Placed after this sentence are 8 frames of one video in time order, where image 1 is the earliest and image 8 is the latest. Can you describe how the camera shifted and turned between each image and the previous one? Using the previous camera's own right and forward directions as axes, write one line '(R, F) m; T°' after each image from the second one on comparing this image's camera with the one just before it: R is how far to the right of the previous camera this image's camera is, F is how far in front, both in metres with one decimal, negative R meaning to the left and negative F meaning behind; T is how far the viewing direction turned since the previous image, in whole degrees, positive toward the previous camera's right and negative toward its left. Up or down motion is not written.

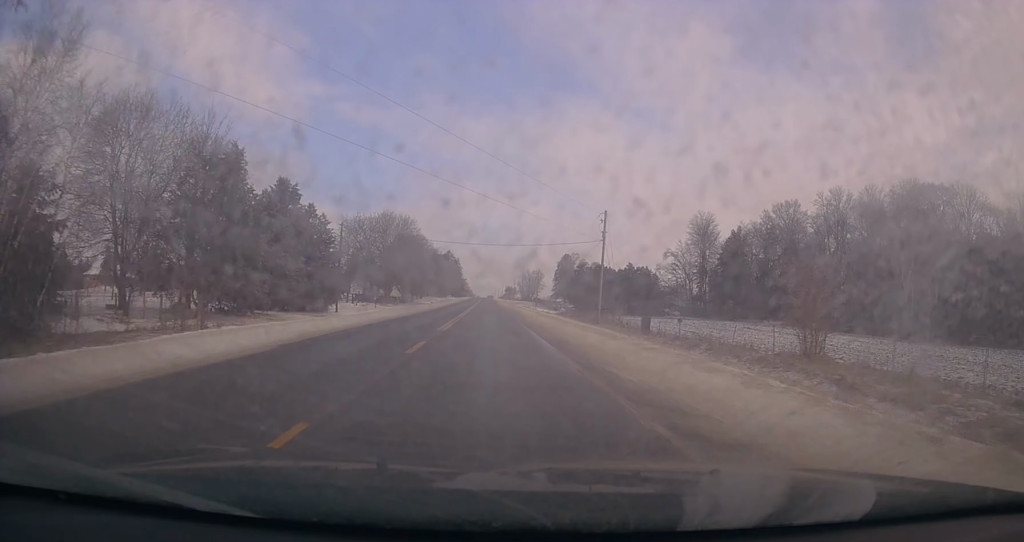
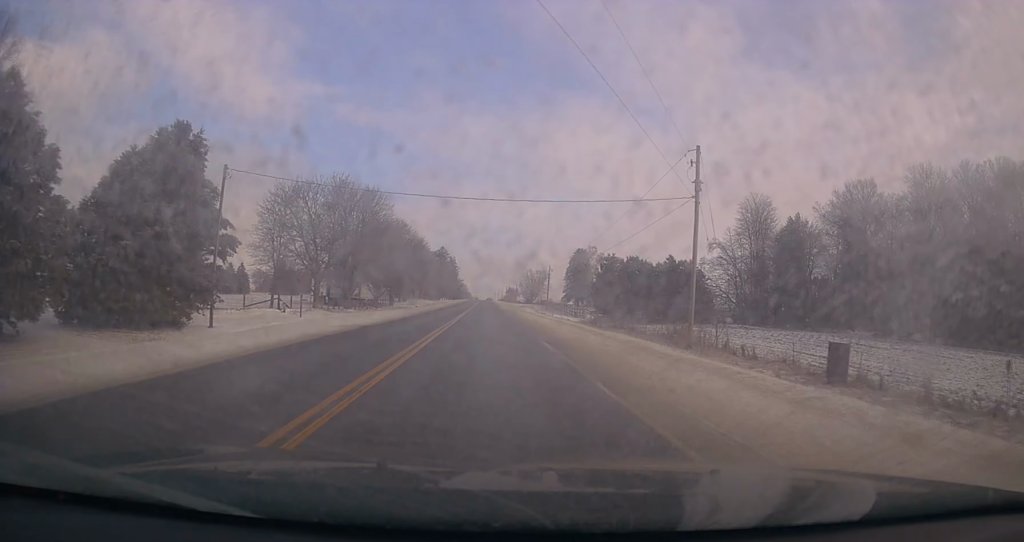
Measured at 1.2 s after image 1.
(+0.3, +28.1) m; +1°
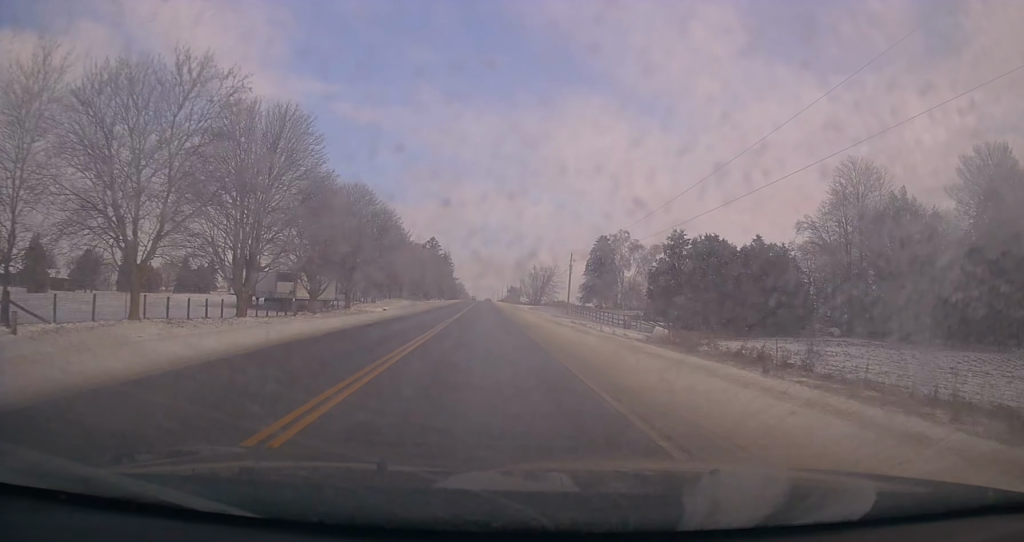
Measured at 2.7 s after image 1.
(+0.1, +32.5) m; +1°
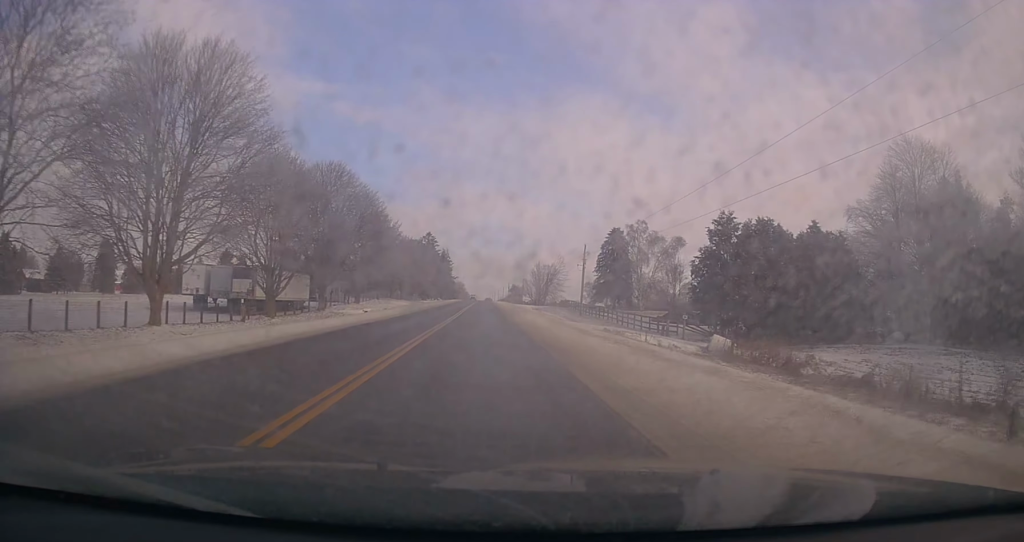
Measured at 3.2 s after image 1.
(+0.3, +12.1) m; 0°
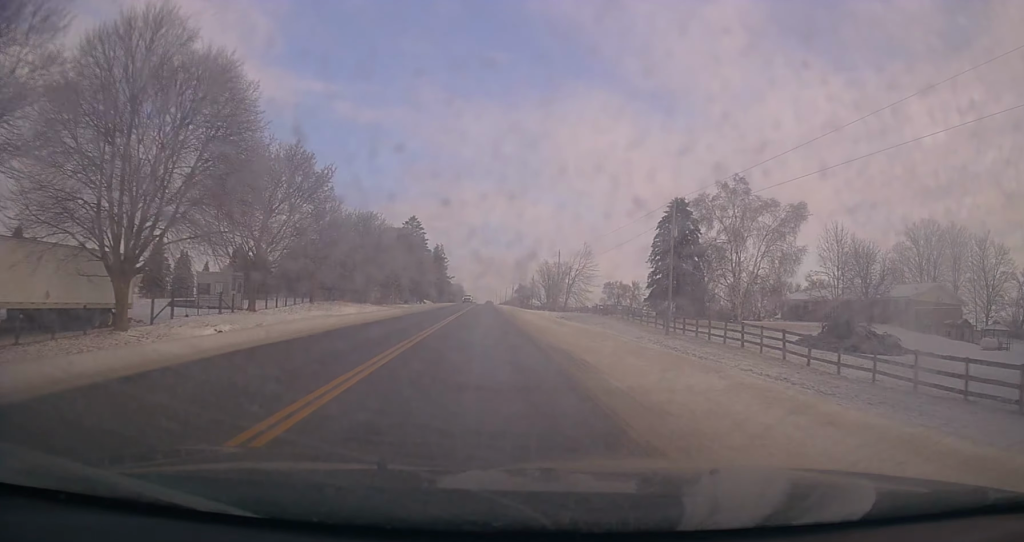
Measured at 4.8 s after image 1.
(-0.6, +36.4) m; 0°
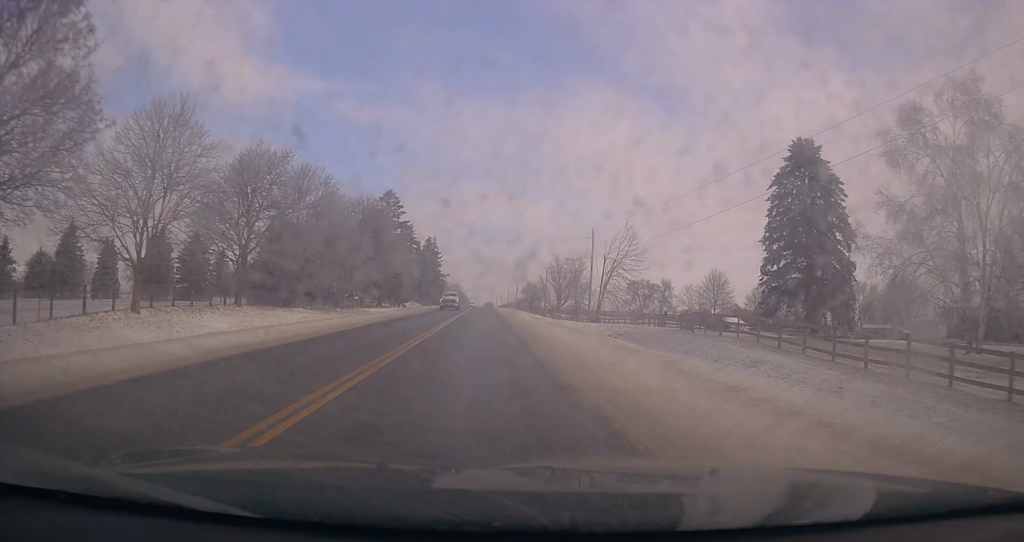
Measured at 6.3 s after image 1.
(+0.7, +31.8) m; -1°
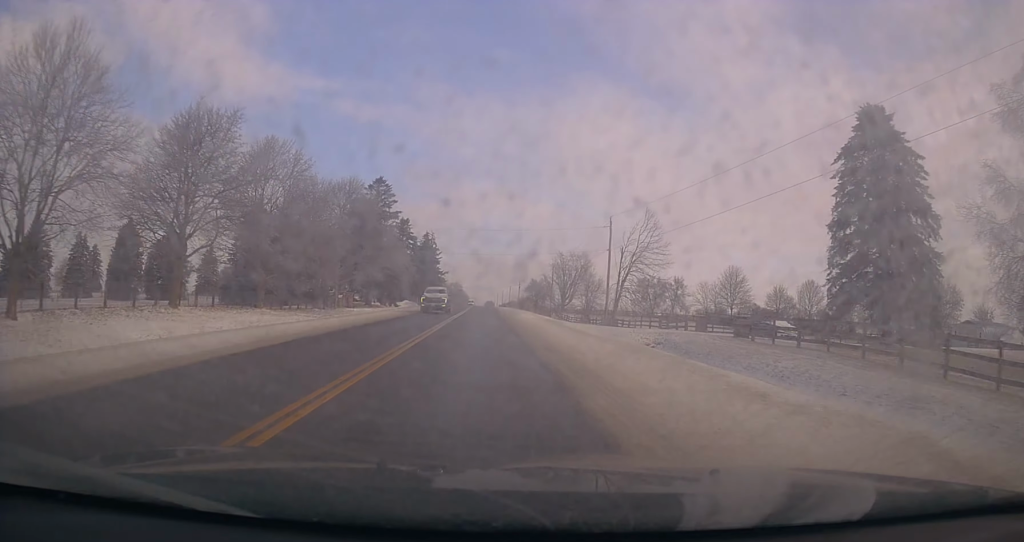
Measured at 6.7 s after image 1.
(-0.4, +9.8) m; 0°
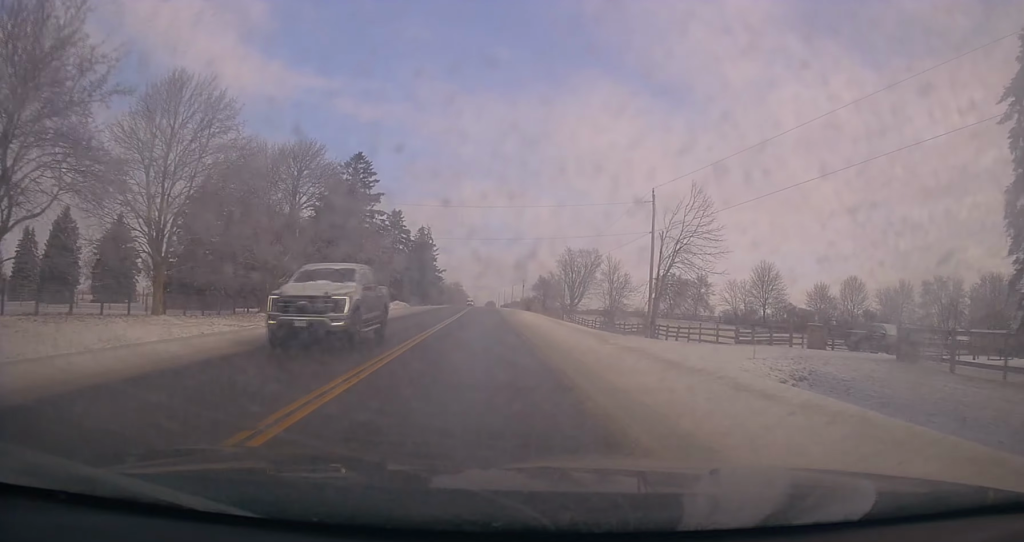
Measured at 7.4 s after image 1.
(-0.5, +14.9) m; 0°
